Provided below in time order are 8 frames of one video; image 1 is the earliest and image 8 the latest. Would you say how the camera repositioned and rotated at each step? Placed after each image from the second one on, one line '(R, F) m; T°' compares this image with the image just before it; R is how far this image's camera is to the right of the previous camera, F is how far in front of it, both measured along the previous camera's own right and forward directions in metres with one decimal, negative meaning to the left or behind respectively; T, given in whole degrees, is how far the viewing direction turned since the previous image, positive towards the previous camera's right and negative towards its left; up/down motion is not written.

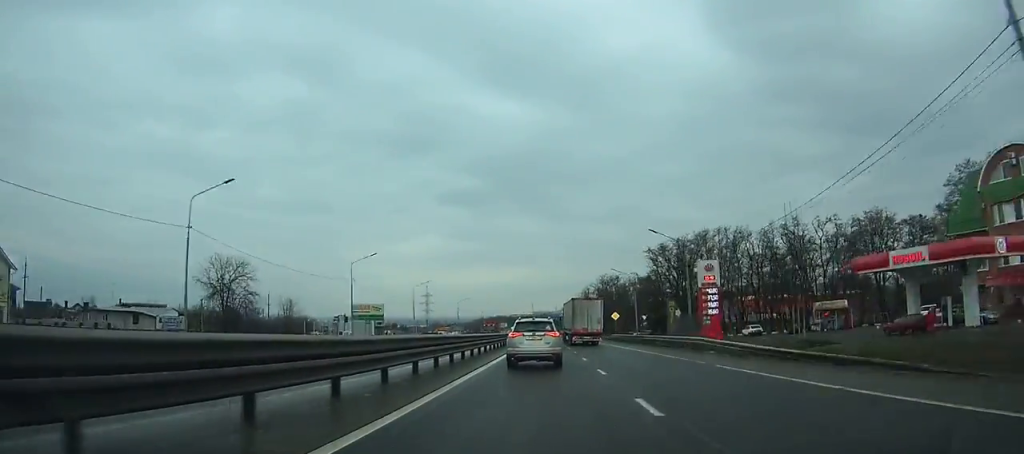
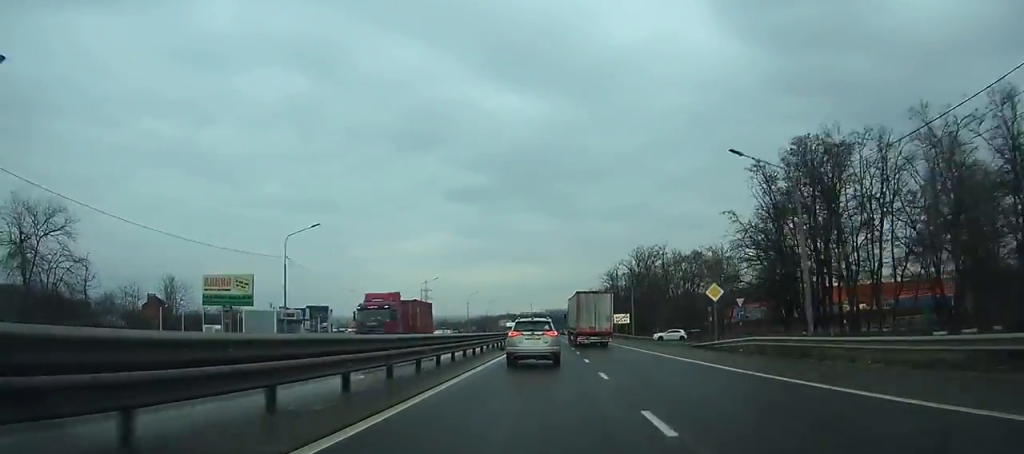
(-0.6, +50.8) m; -1°
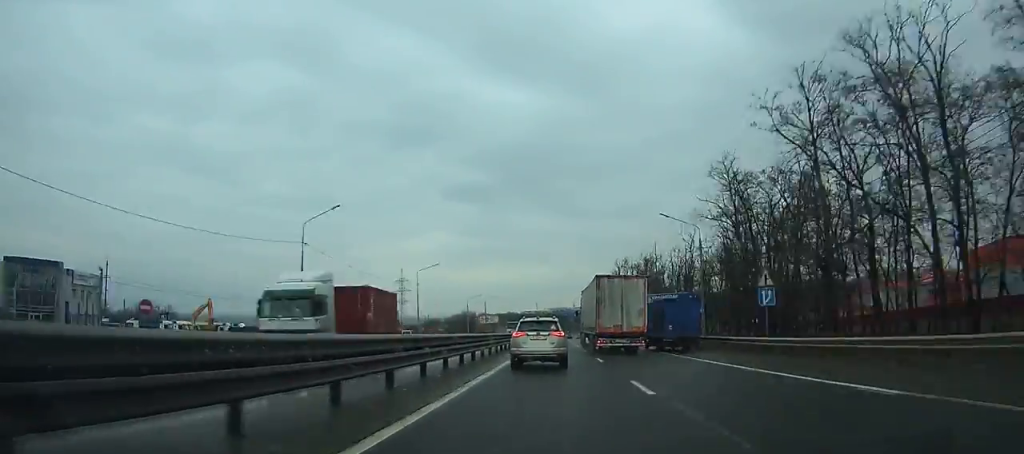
(0.0, +88.8) m; 0°
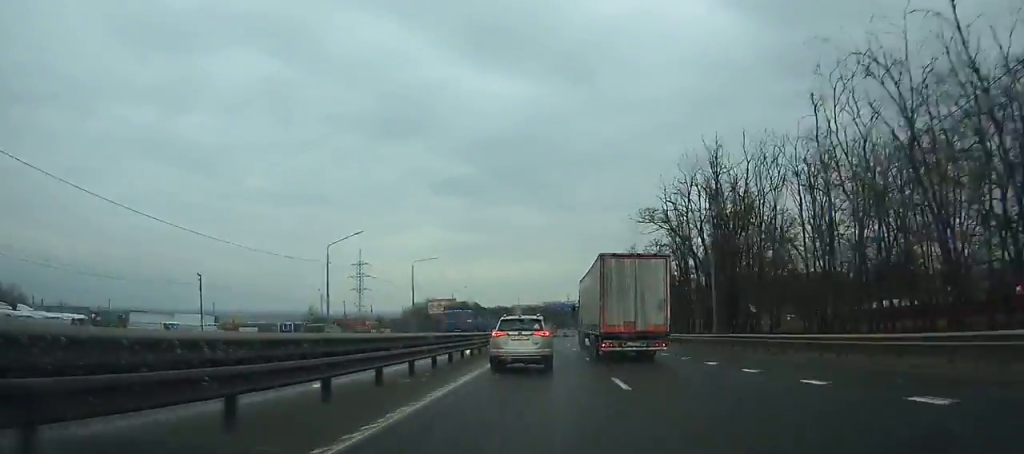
(+0.1, +71.2) m; 0°
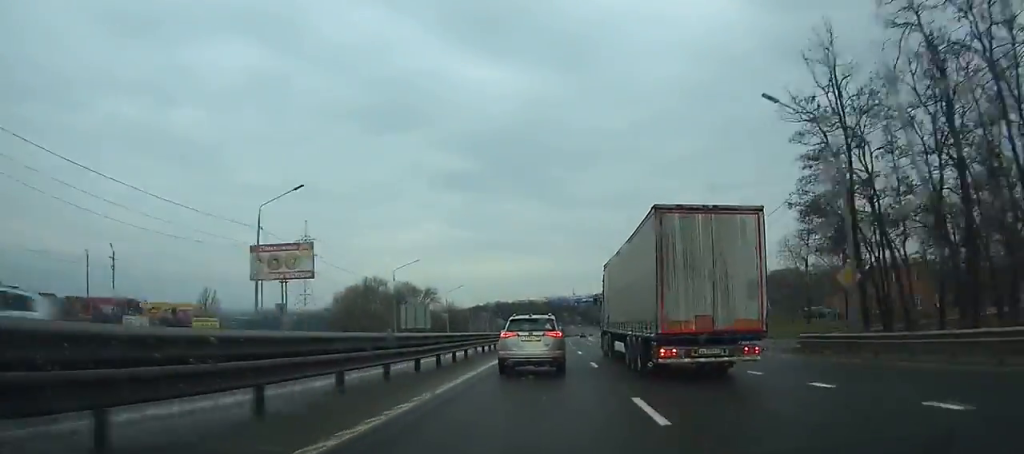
(0.0, +78.4) m; 0°
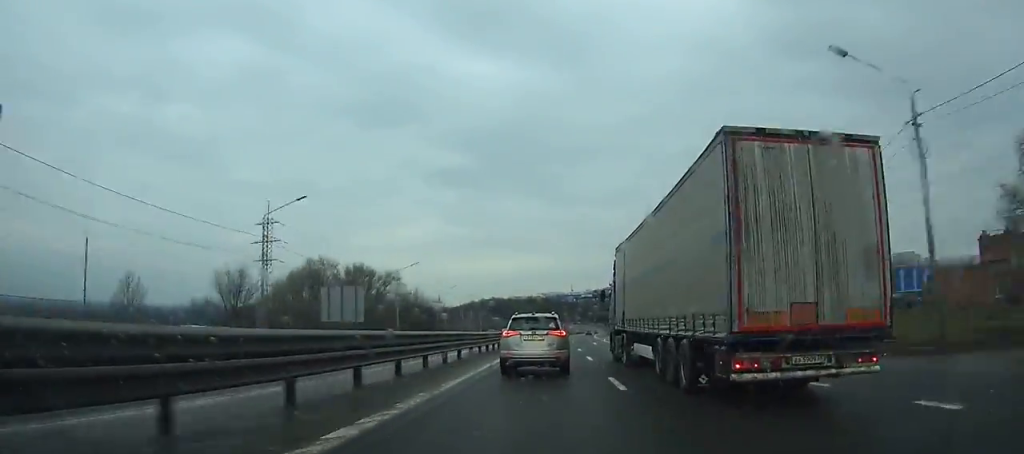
(+0.1, +32.2) m; +1°
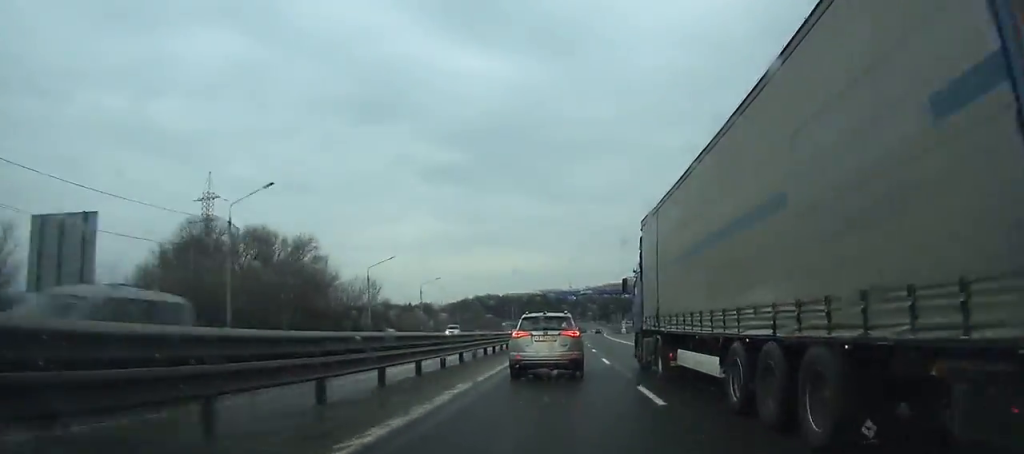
(-0.2, +38.7) m; +1°
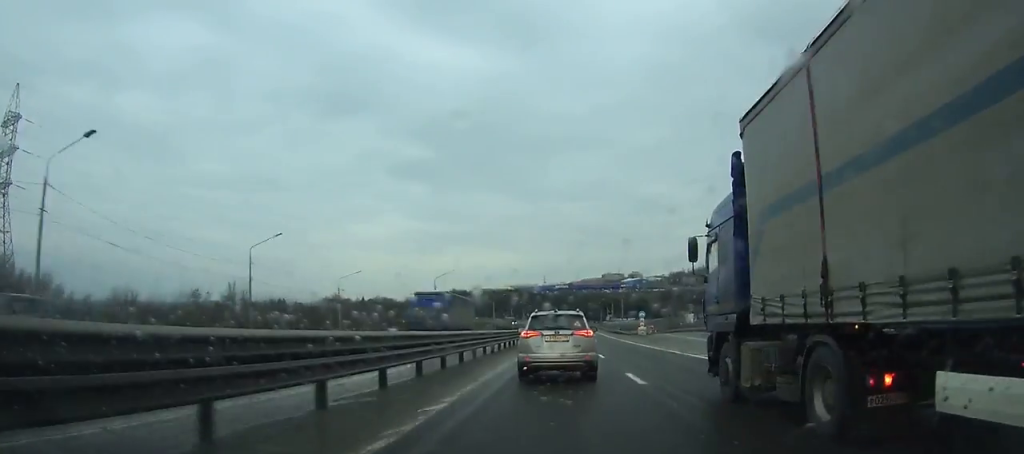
(+1.8, +69.1) m; +2°
